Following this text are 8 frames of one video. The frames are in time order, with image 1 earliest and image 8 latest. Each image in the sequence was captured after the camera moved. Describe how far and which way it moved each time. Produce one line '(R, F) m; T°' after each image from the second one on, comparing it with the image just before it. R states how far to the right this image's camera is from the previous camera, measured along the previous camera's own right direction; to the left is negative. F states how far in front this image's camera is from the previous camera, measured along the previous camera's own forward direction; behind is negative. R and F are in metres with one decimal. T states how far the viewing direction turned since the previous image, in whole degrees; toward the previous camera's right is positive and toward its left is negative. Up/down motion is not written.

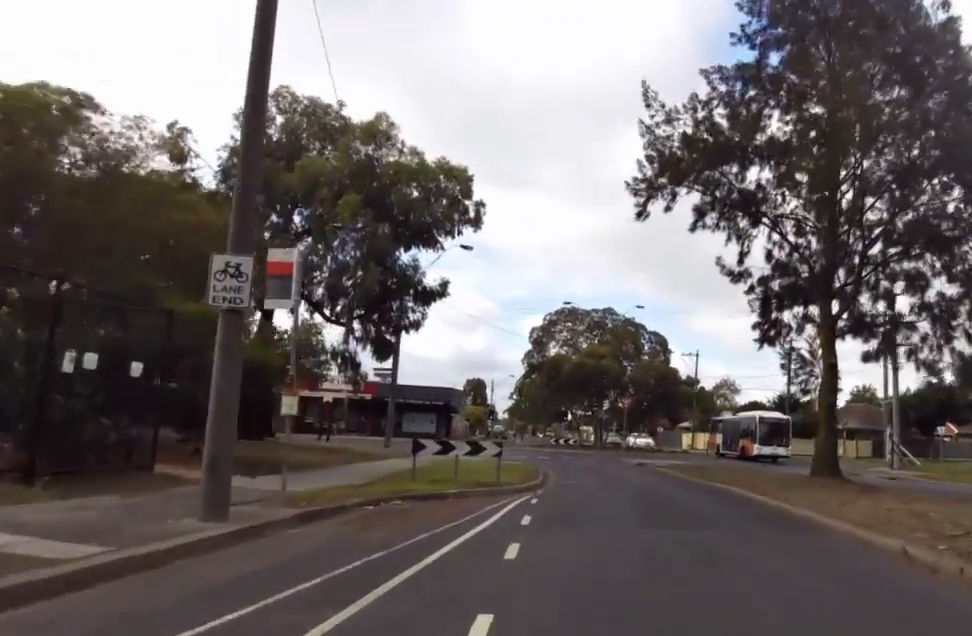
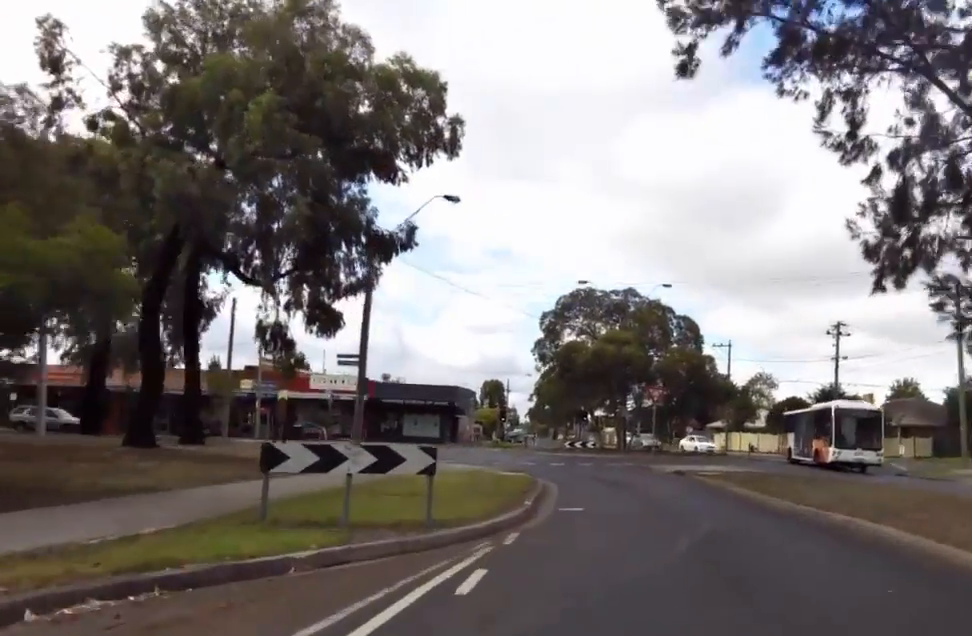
(-0.3, +7.6) m; -5°
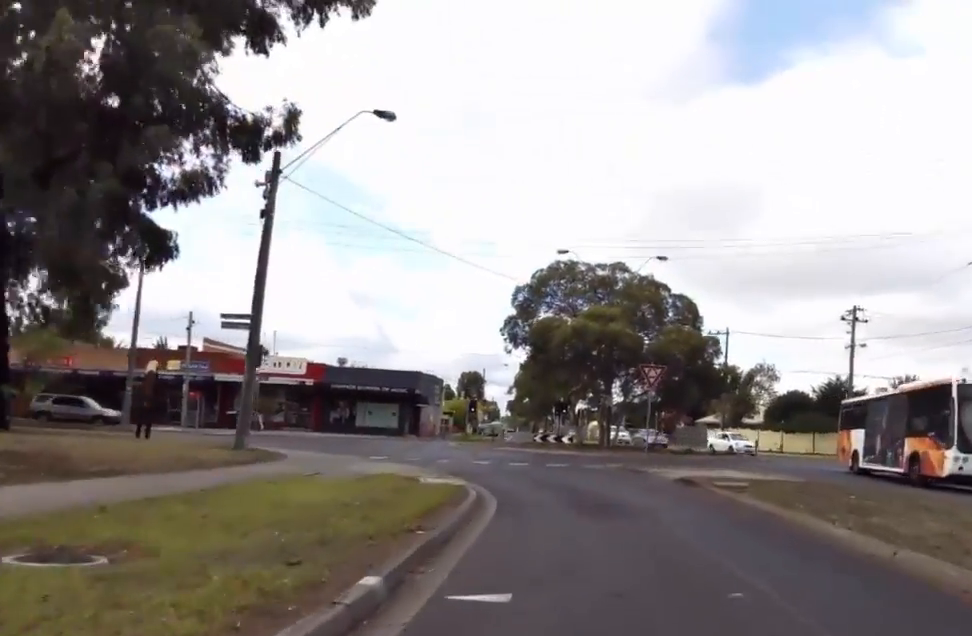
(-0.8, +7.2) m; -4°
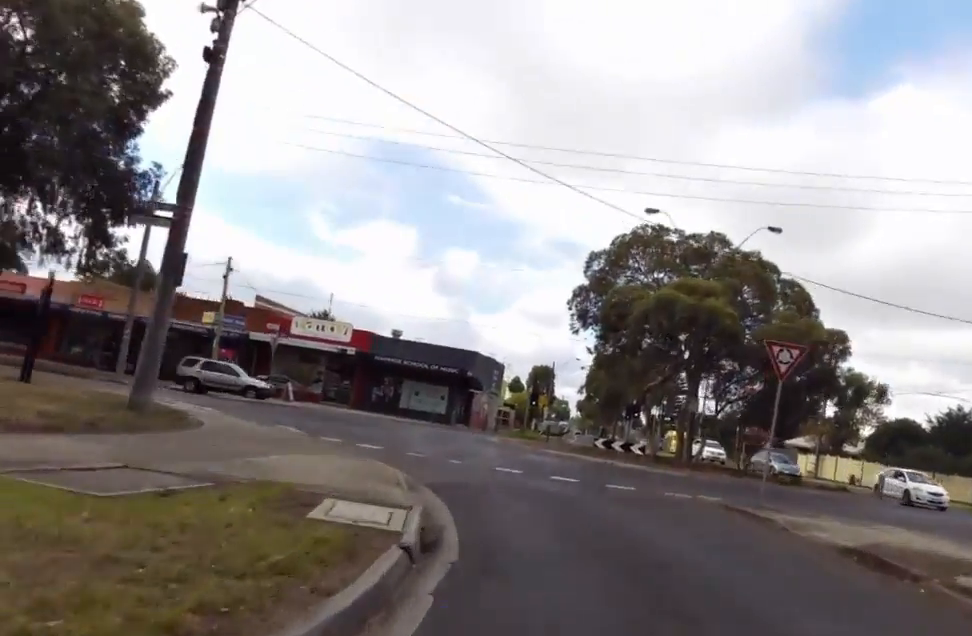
(+0.6, +8.0) m; -2°
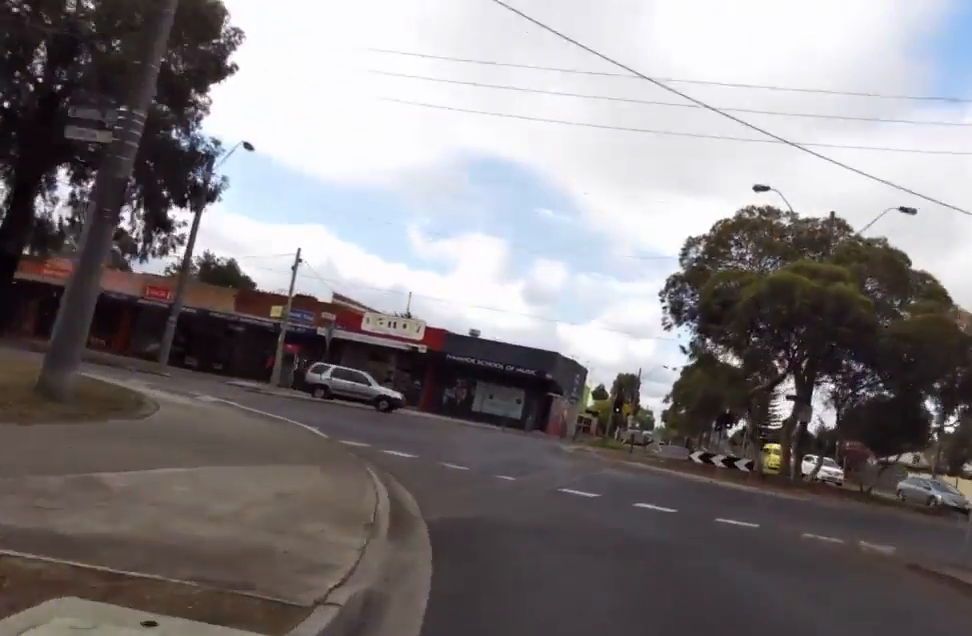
(-0.6, +4.7) m; -4°
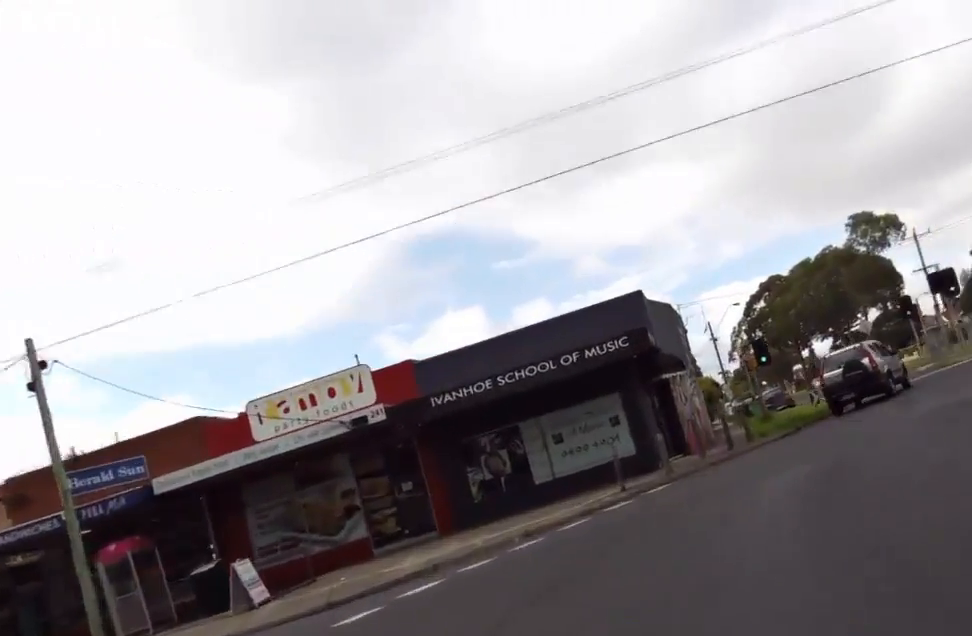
(-2.4, +22.9) m; +1°
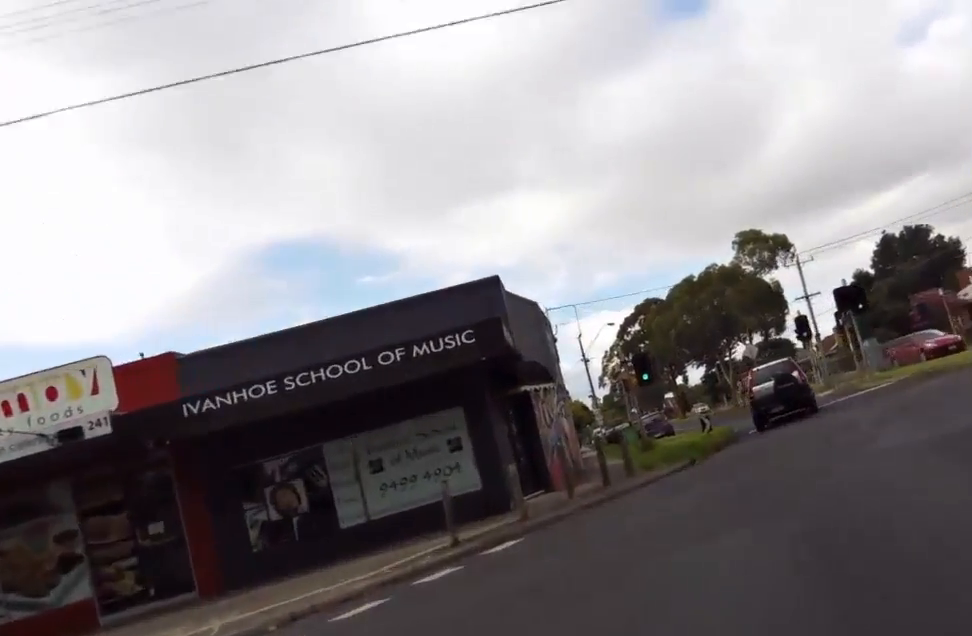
(+0.6, +5.0) m; +7°
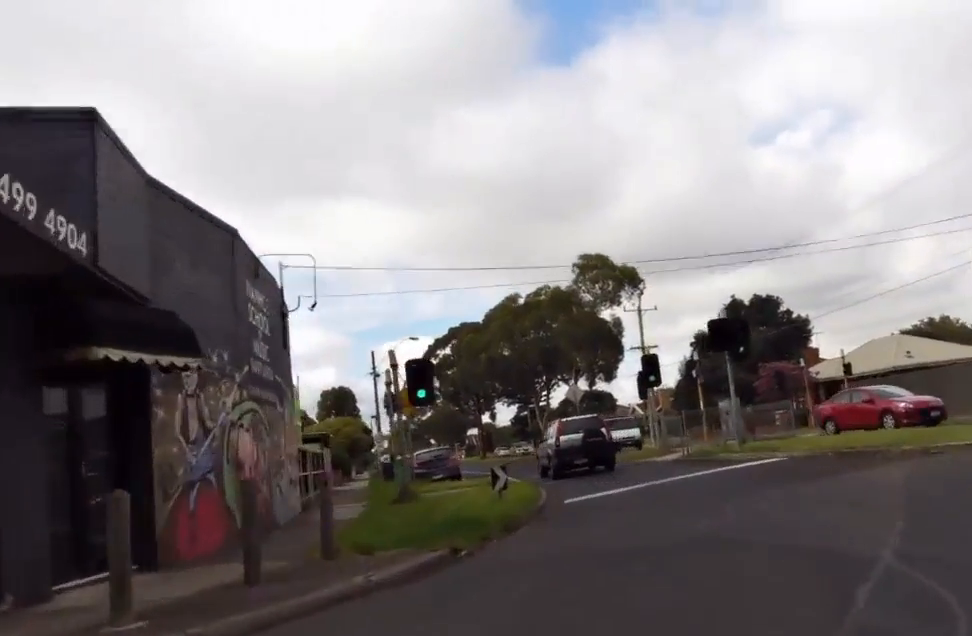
(+0.4, +8.4) m; +3°
